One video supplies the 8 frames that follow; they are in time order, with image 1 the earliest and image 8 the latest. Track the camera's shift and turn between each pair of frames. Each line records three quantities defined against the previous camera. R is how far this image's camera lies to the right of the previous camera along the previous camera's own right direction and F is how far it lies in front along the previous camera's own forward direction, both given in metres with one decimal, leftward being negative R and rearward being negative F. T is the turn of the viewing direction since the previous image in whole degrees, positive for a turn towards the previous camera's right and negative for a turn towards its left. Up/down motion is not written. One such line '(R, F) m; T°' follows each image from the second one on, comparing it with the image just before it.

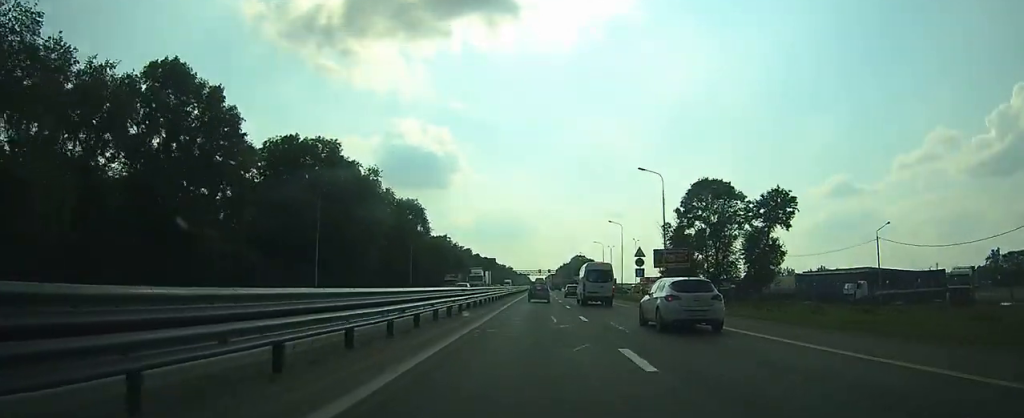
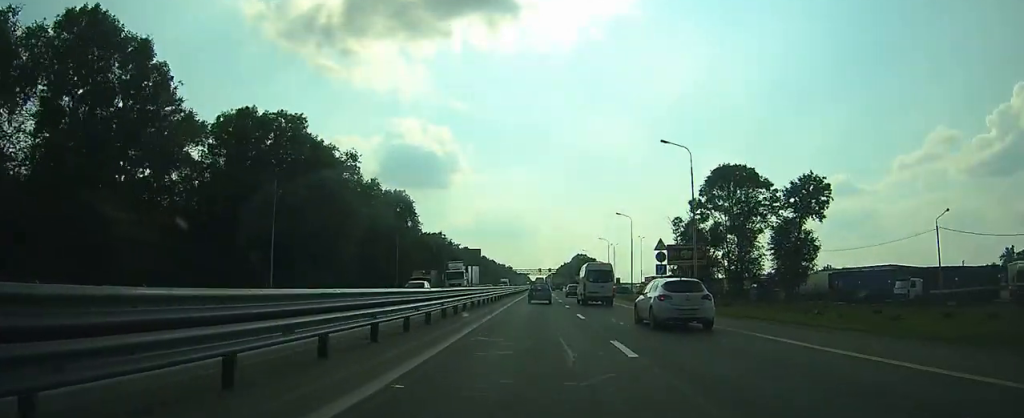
(0.0, +13.1) m; 0°
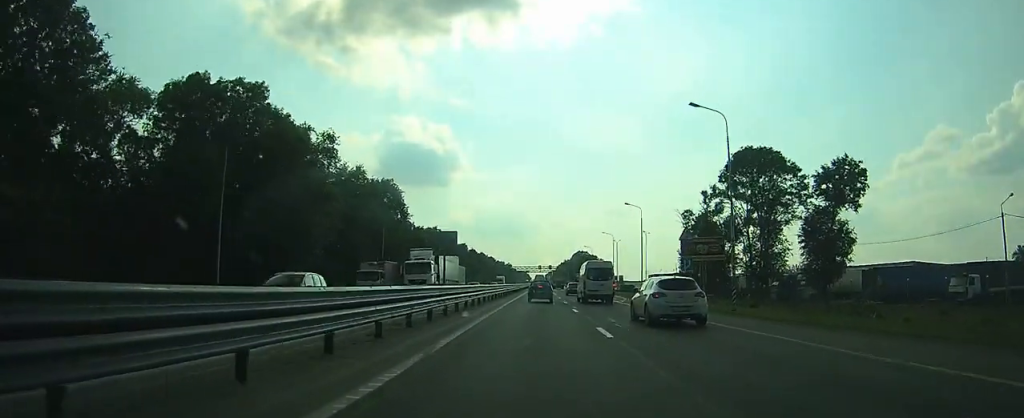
(0.0, +11.3) m; 0°
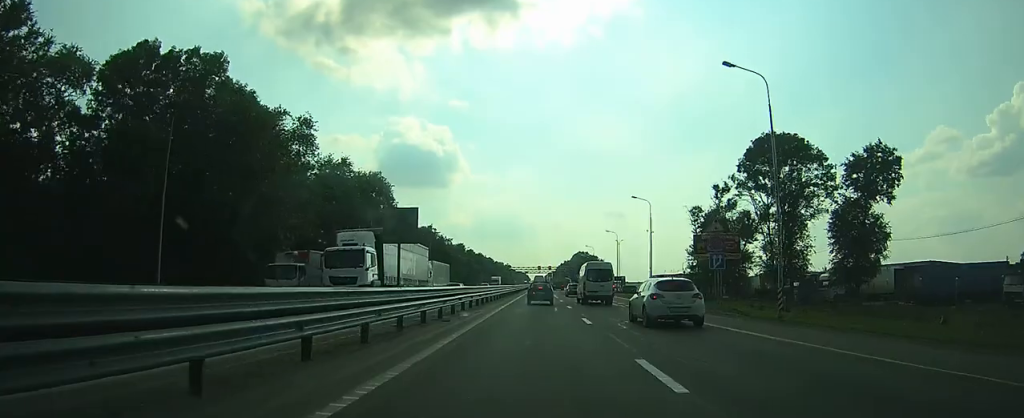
(0.0, +9.3) m; 0°
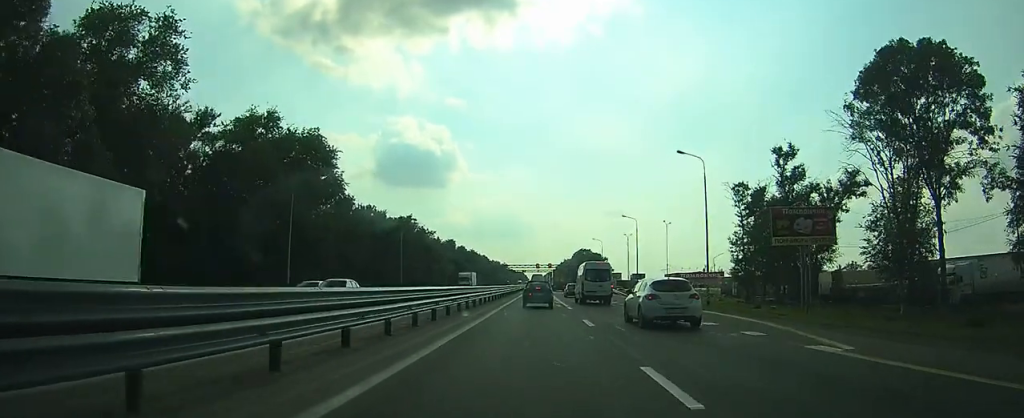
(+0.2, +32.6) m; 0°
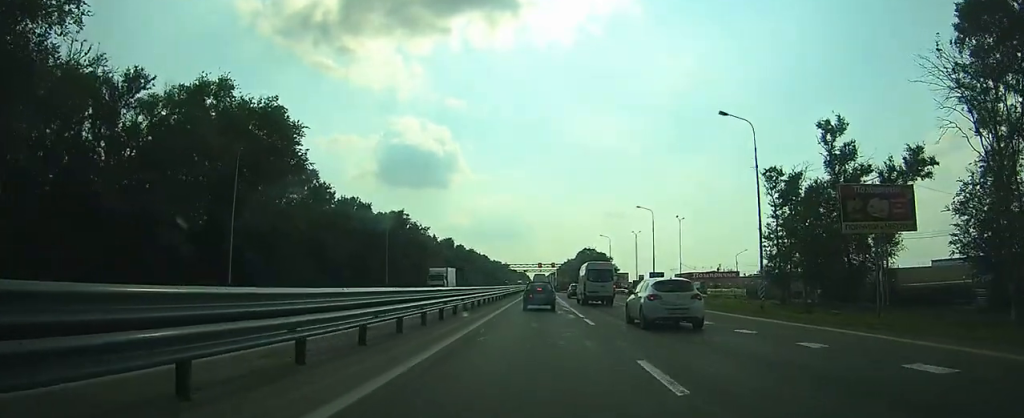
(-0.1, +13.5) m; -2°
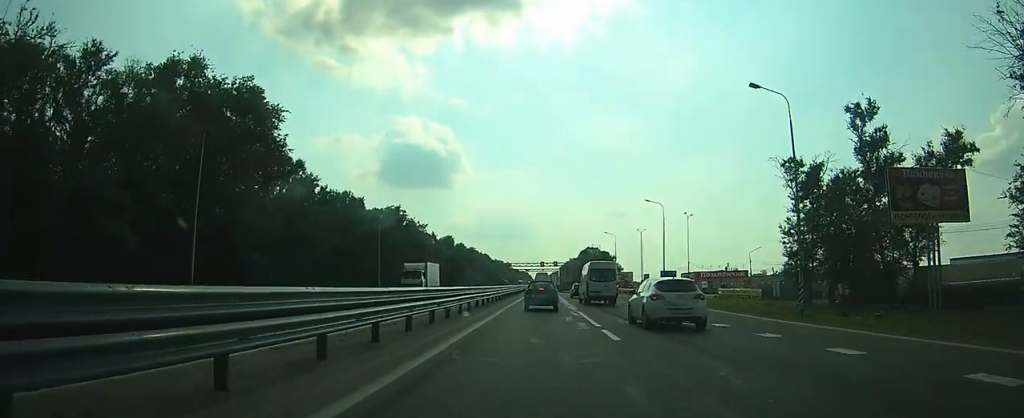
(-0.1, +5.9) m; -1°
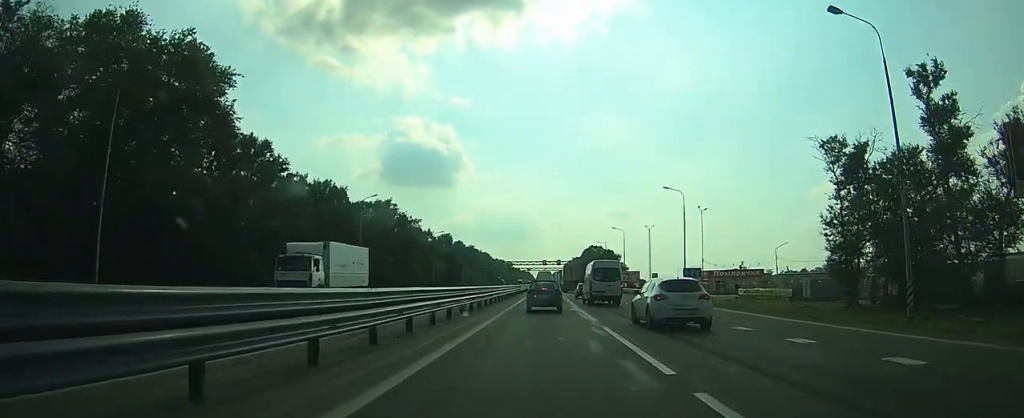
(-0.1, +10.2) m; -1°
